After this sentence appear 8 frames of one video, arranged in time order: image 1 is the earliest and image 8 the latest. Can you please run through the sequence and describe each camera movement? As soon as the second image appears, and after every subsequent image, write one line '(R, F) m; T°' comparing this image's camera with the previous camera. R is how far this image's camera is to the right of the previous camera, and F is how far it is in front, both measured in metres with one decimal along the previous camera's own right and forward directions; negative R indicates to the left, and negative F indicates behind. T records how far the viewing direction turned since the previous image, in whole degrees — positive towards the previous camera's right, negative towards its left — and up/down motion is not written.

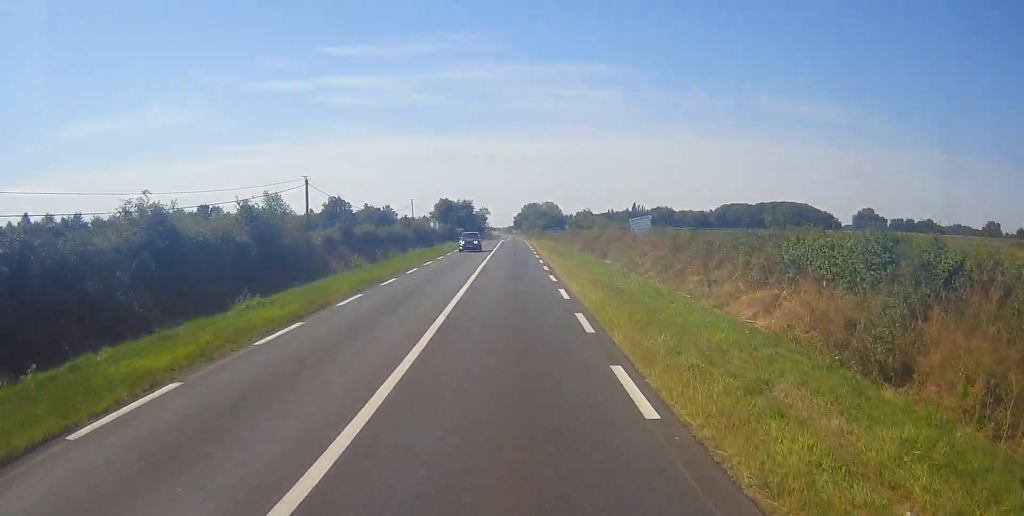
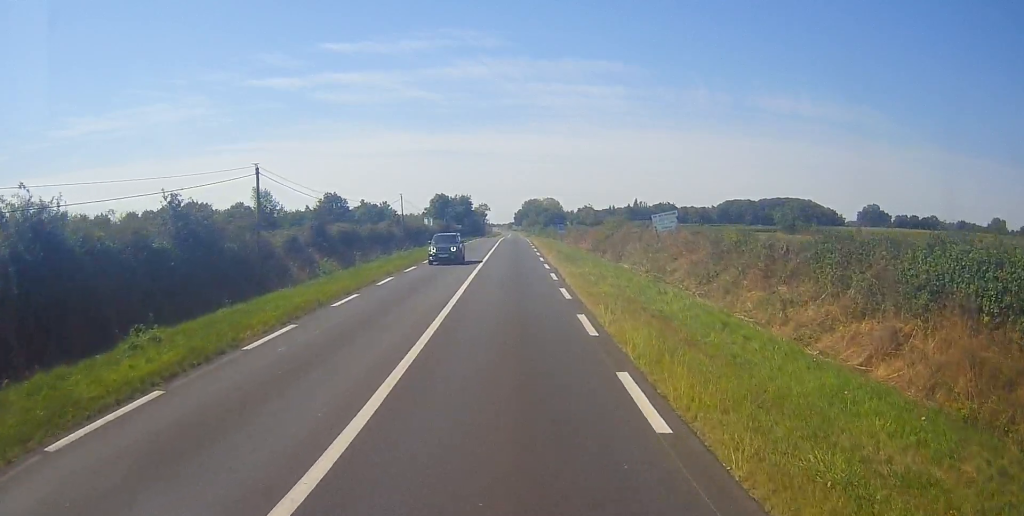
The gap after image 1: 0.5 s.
(+0.2, +7.3) m; 0°
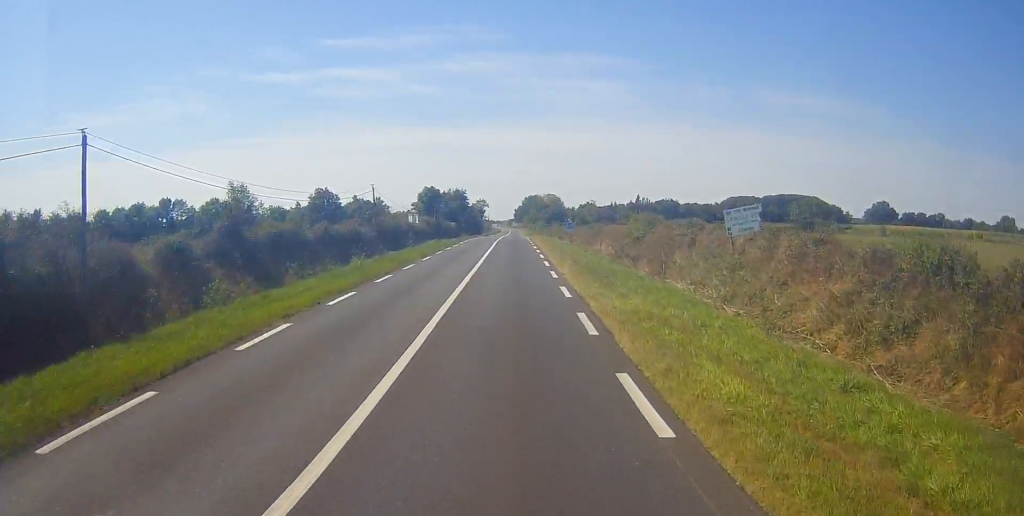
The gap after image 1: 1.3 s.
(-0.4, +13.4) m; 0°
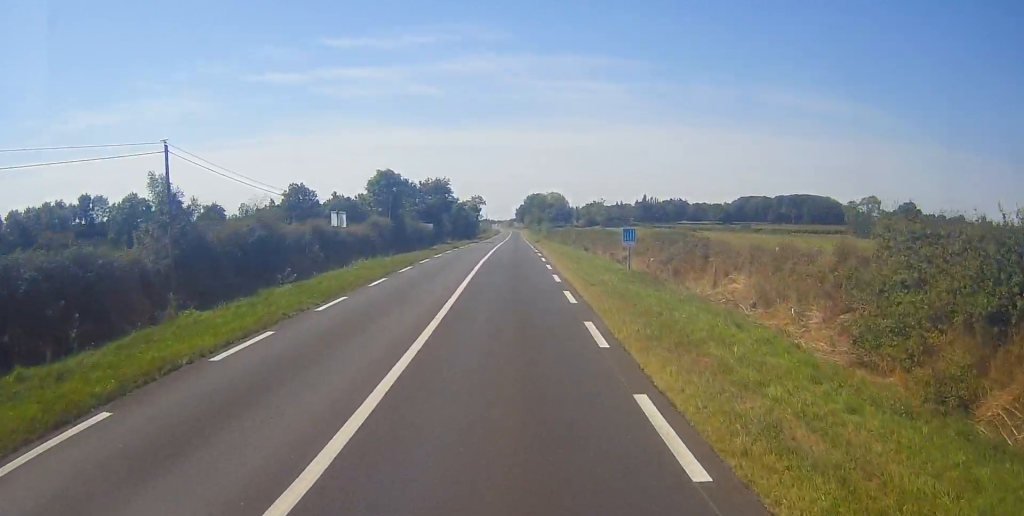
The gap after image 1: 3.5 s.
(-0.1, +34.0) m; -2°
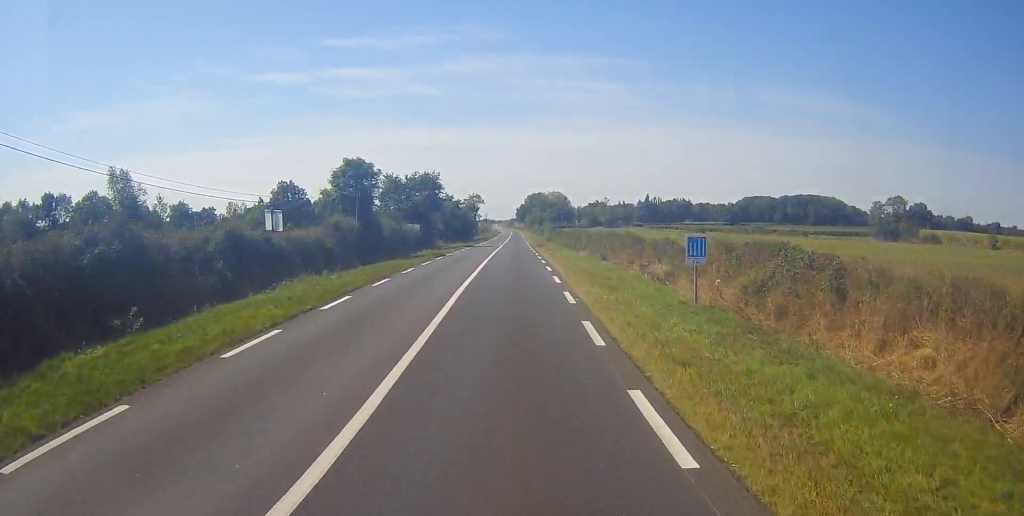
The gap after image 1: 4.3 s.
(0.0, +12.5) m; +2°
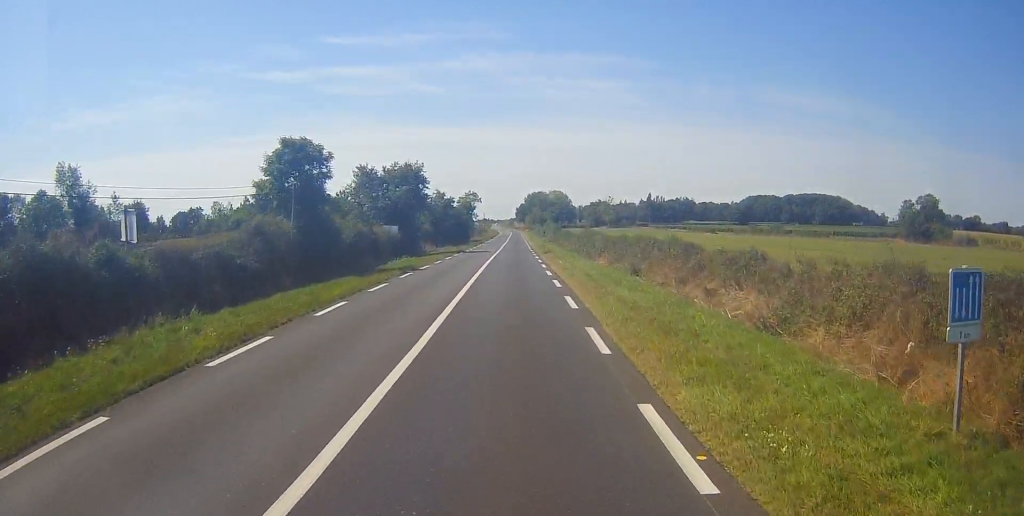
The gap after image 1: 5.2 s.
(+0.4, +13.6) m; 0°
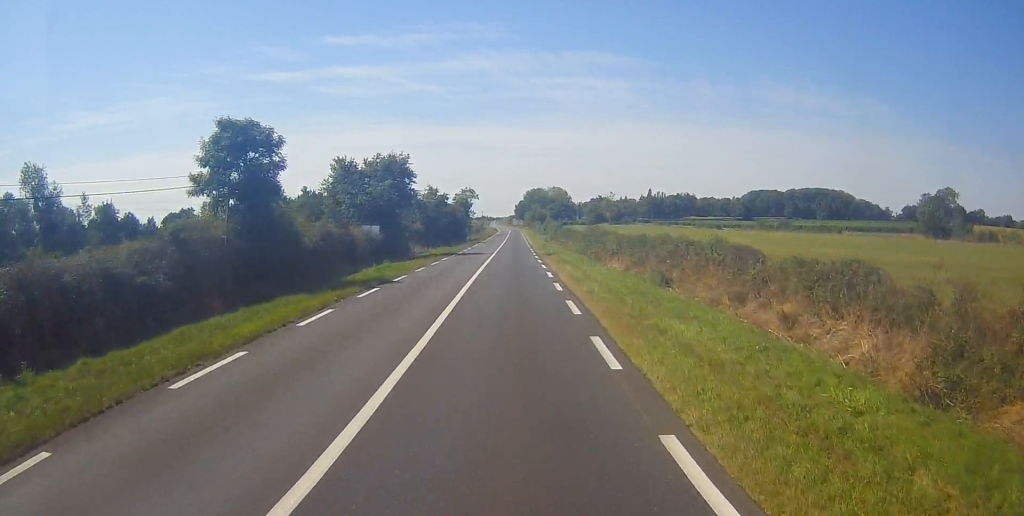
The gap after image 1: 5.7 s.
(0.0, +7.9) m; 0°
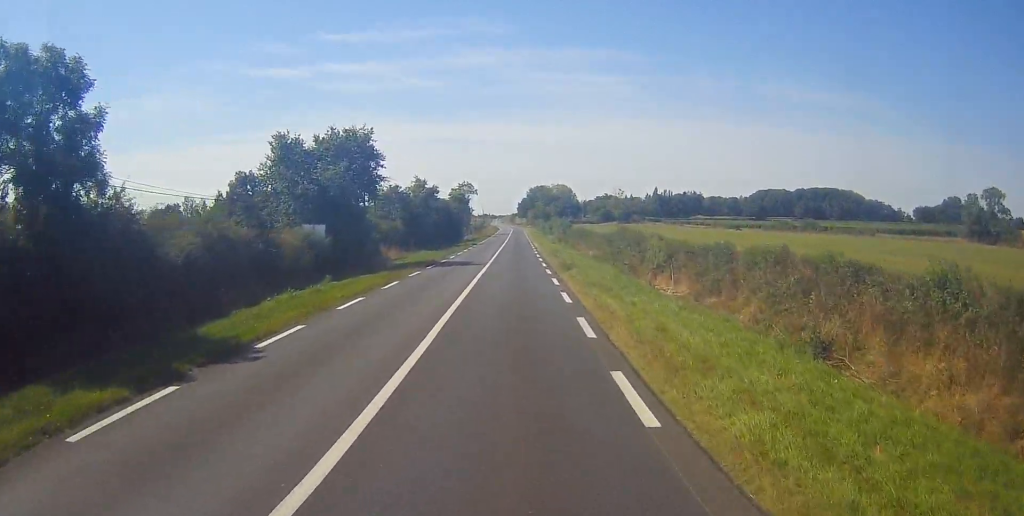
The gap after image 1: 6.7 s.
(-0.4, +16.1) m; 0°
